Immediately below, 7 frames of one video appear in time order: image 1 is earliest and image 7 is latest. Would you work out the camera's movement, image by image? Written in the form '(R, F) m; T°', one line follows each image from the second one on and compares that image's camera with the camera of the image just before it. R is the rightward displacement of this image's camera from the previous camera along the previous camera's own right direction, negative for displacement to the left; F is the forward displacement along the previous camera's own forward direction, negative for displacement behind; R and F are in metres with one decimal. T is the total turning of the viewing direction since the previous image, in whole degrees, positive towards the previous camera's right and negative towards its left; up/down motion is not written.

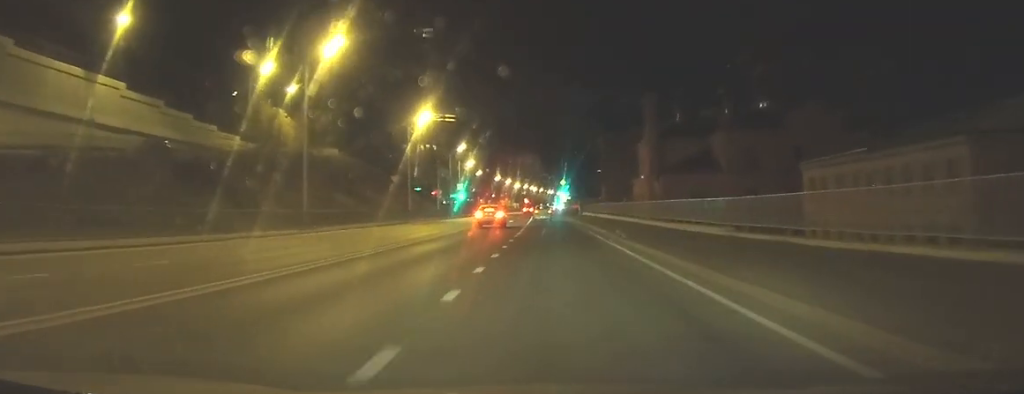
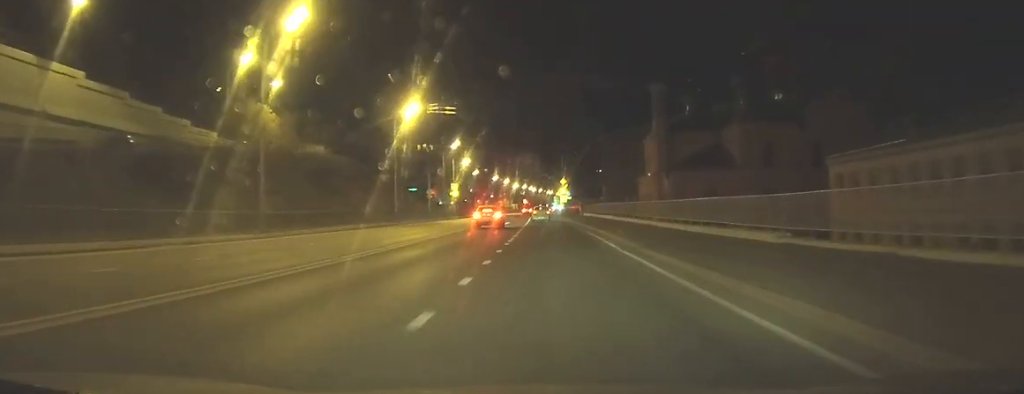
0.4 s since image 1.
(0.0, +6.1) m; 0°
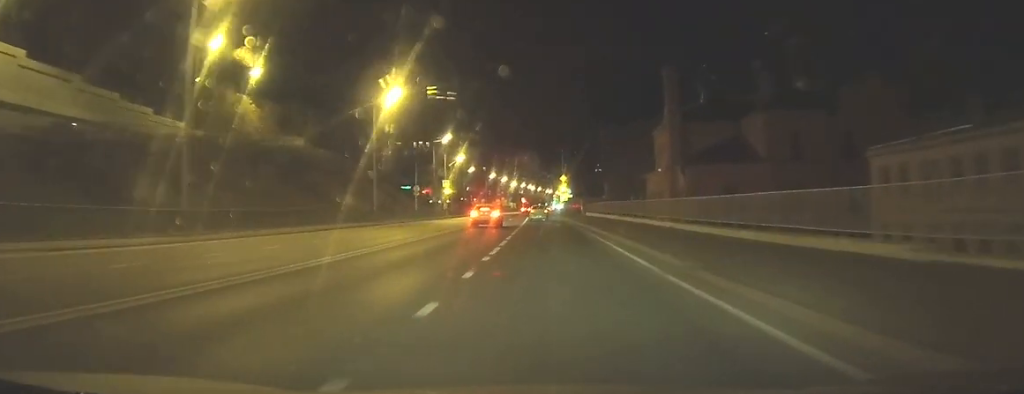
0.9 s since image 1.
(0.0, +7.5) m; 0°
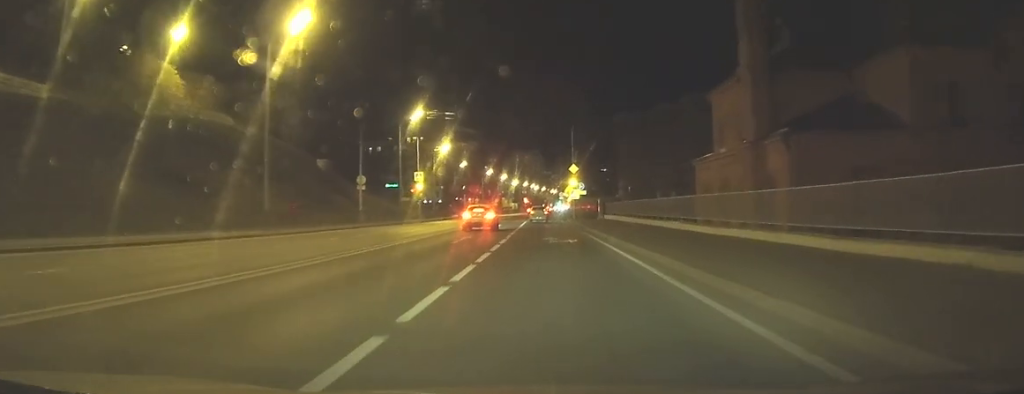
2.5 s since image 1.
(-0.1, +23.5) m; 0°
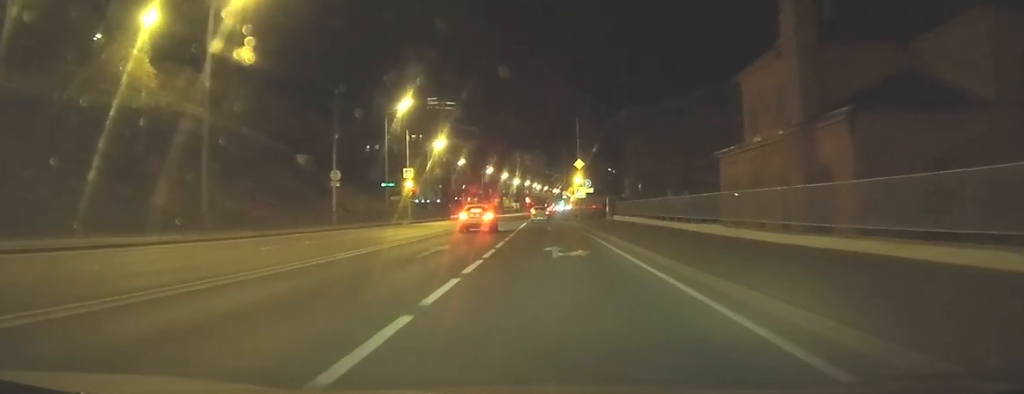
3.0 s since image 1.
(+0.1, +6.9) m; 0°
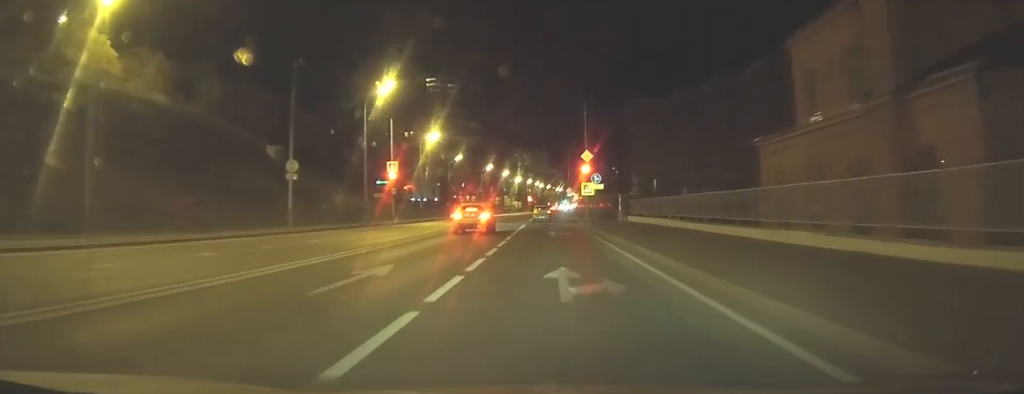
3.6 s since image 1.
(0.0, +8.4) m; 0°
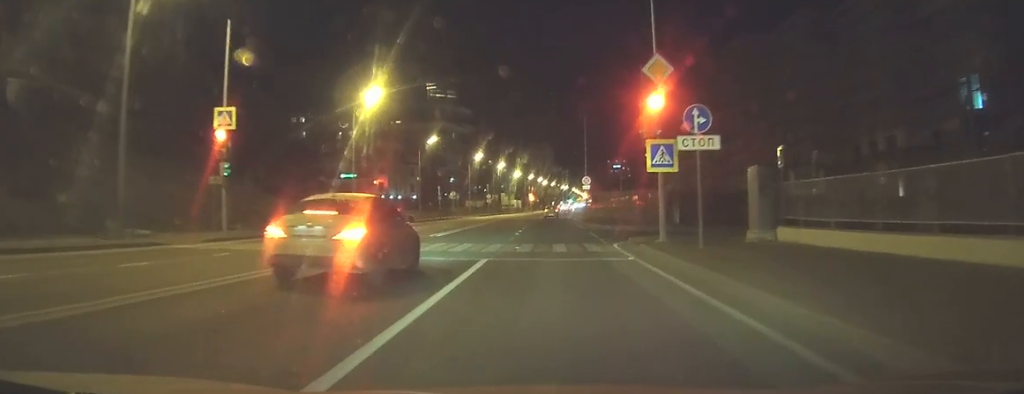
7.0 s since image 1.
(-0.8, +35.9) m; -1°
